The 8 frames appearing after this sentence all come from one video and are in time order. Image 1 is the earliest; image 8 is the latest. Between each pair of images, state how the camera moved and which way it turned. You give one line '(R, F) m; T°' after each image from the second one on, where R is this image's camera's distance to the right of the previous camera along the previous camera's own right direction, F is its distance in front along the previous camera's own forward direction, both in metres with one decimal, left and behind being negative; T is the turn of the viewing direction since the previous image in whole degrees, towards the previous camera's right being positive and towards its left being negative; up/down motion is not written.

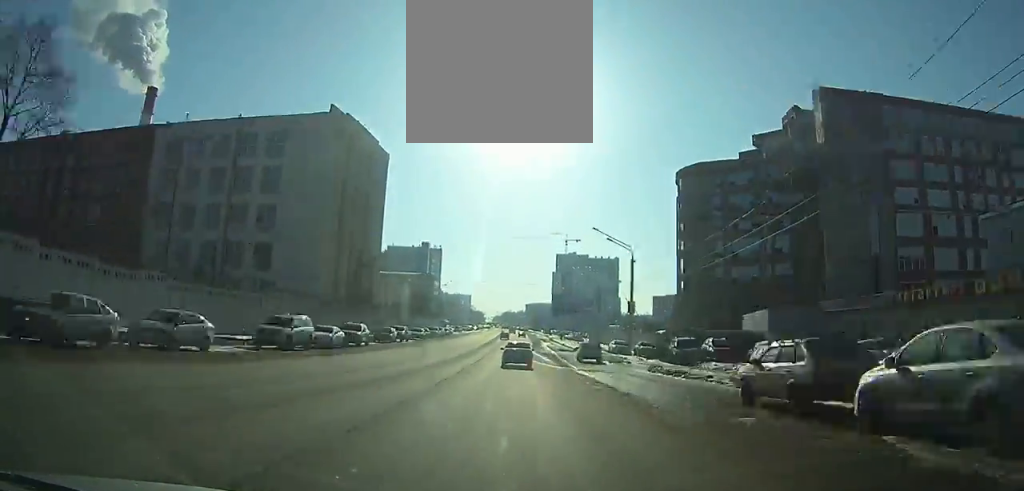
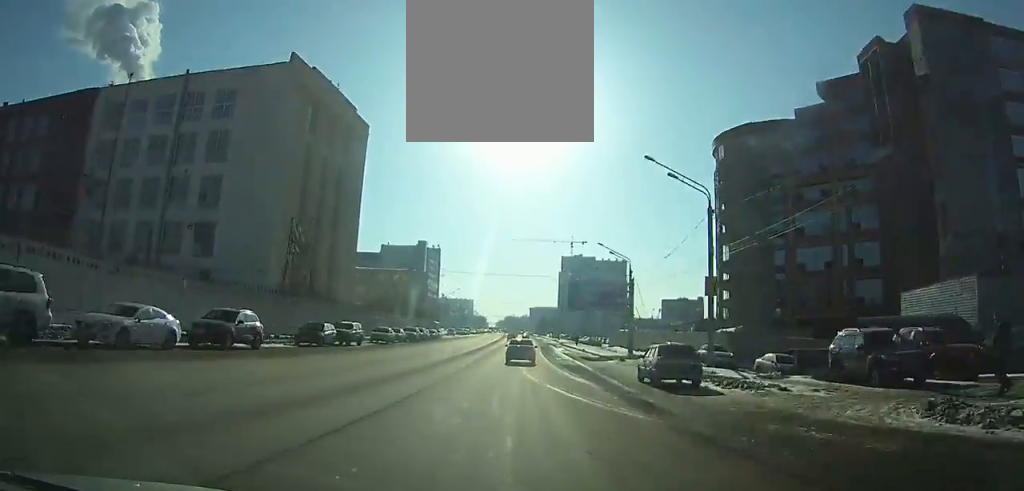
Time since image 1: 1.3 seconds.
(-0.2, +21.6) m; 0°
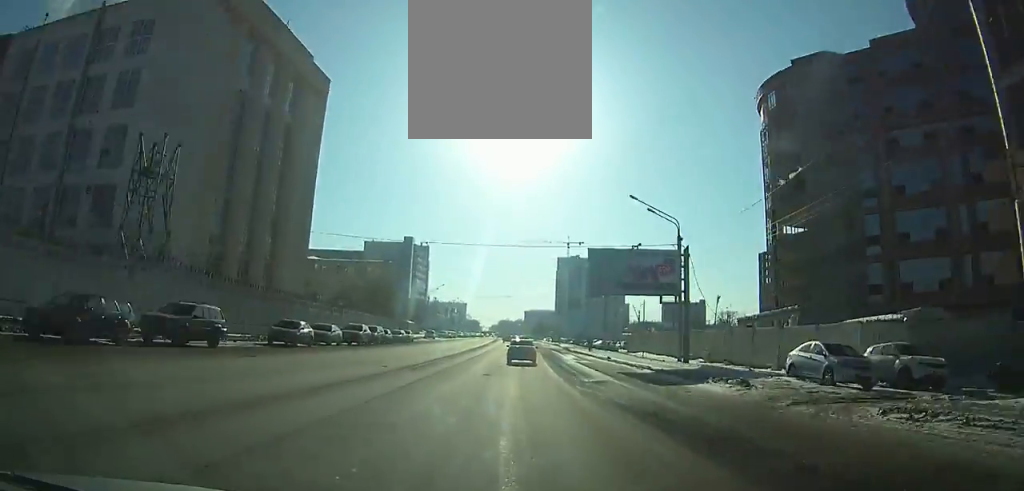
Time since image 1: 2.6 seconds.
(+0.3, +21.7) m; 0°
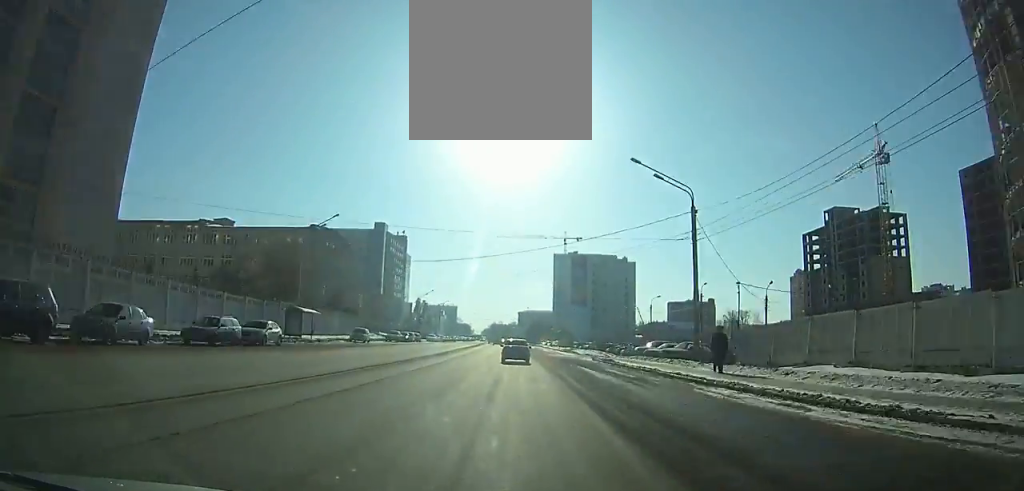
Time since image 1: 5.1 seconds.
(+0.3, +41.8) m; 0°
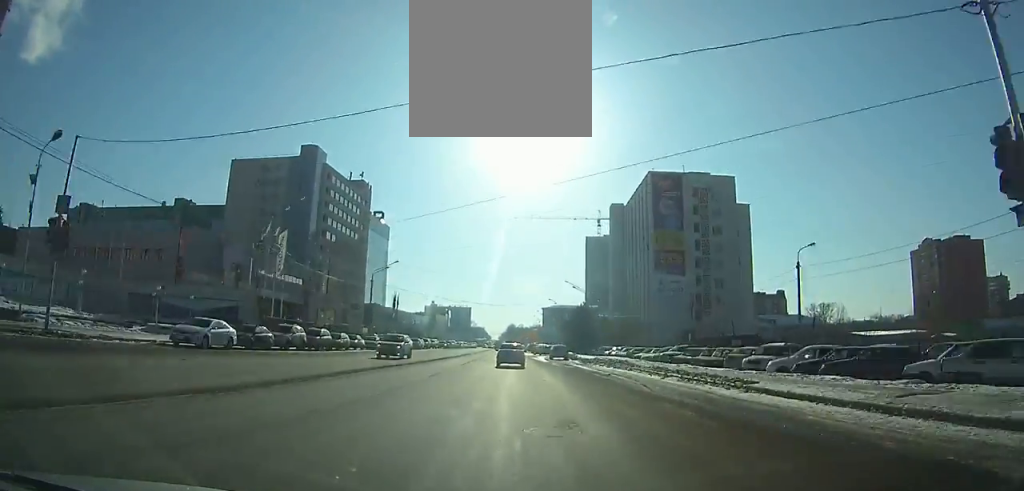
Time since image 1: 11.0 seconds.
(-1.5, +95.7) m; -2°
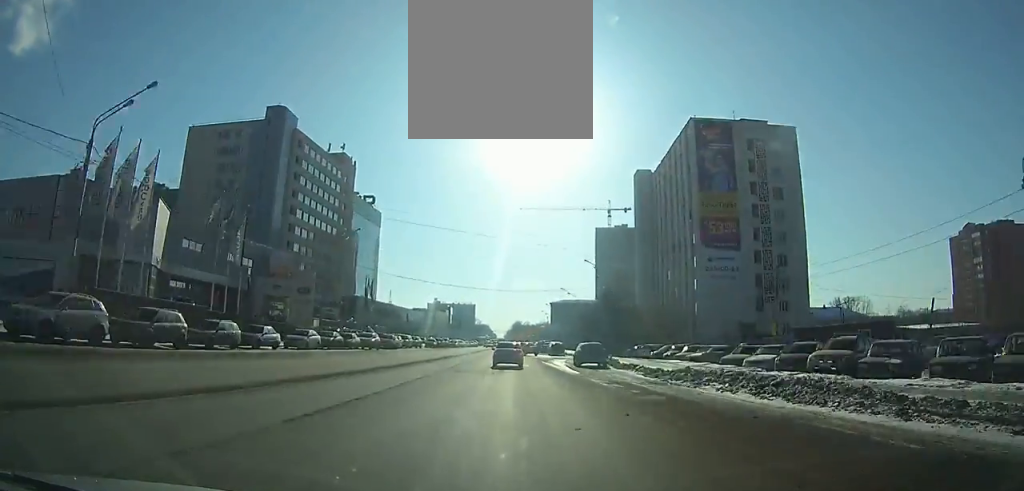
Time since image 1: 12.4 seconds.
(+0.1, +21.4) m; 0°
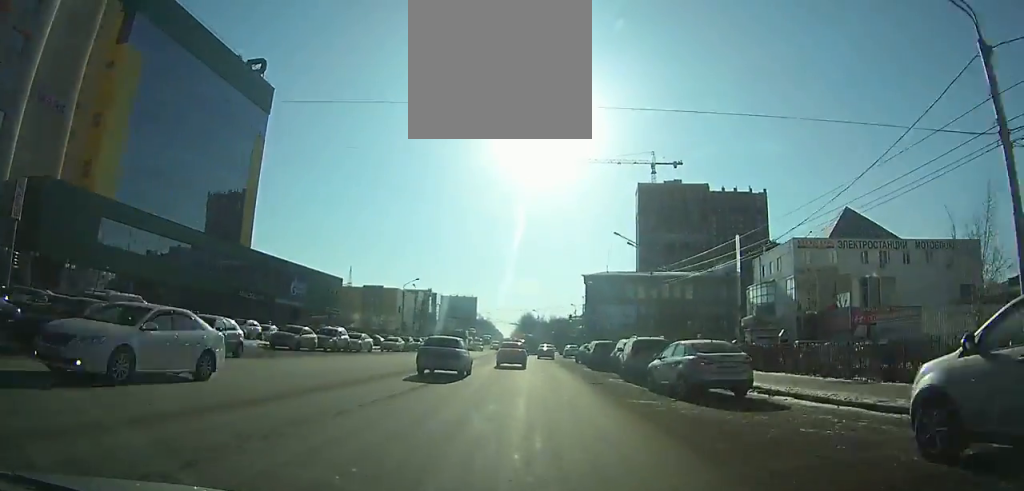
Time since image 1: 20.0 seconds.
(-2.1, +99.1) m; -2°
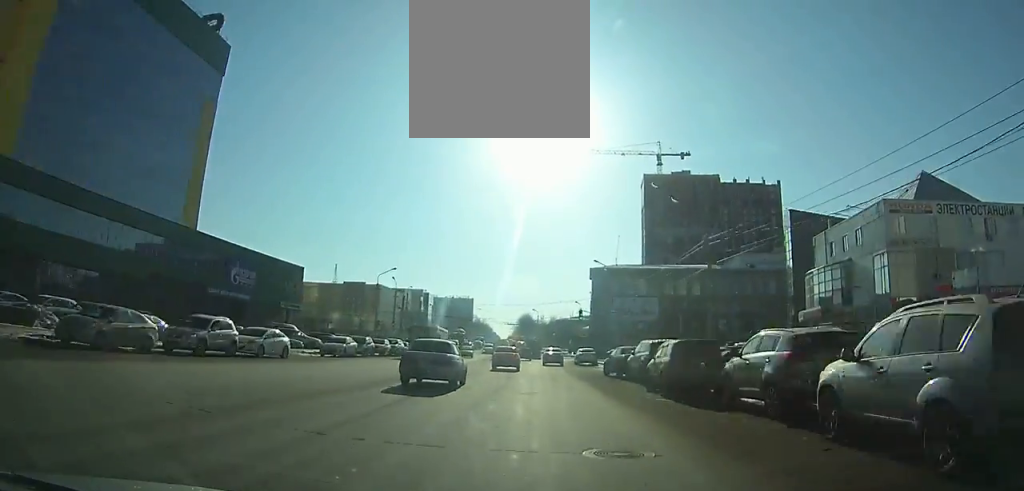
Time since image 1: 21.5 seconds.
(-0.1, +16.3) m; 0°
